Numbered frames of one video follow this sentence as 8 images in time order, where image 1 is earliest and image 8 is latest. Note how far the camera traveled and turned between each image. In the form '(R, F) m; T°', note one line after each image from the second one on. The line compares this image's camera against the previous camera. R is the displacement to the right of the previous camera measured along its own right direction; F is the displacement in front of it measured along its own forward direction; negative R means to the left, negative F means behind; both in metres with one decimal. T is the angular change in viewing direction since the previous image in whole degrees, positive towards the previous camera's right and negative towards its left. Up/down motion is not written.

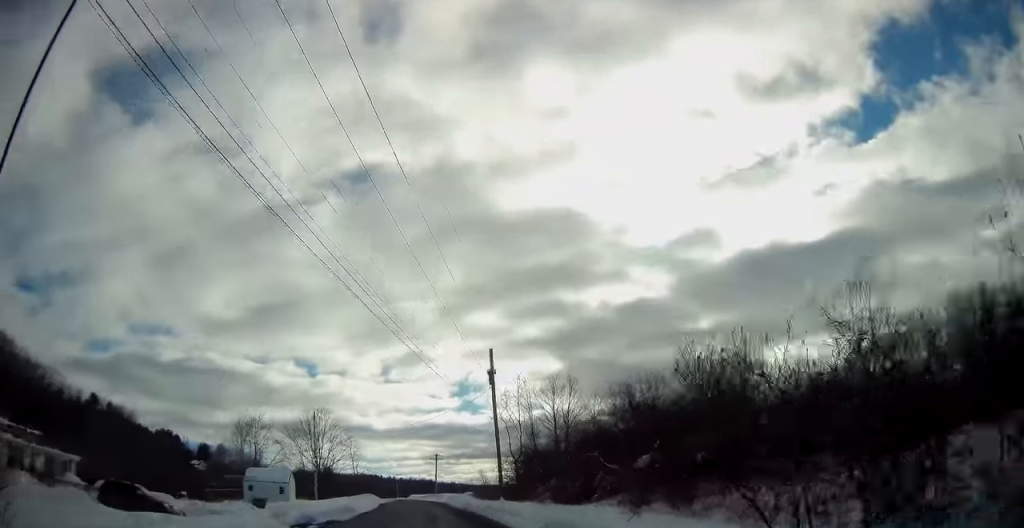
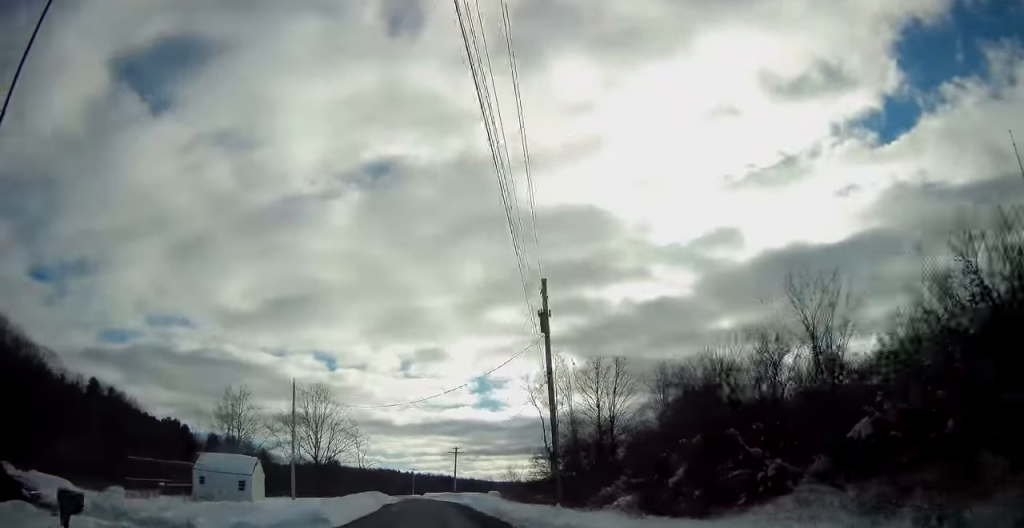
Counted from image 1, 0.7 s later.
(-0.2, +12.7) m; -2°
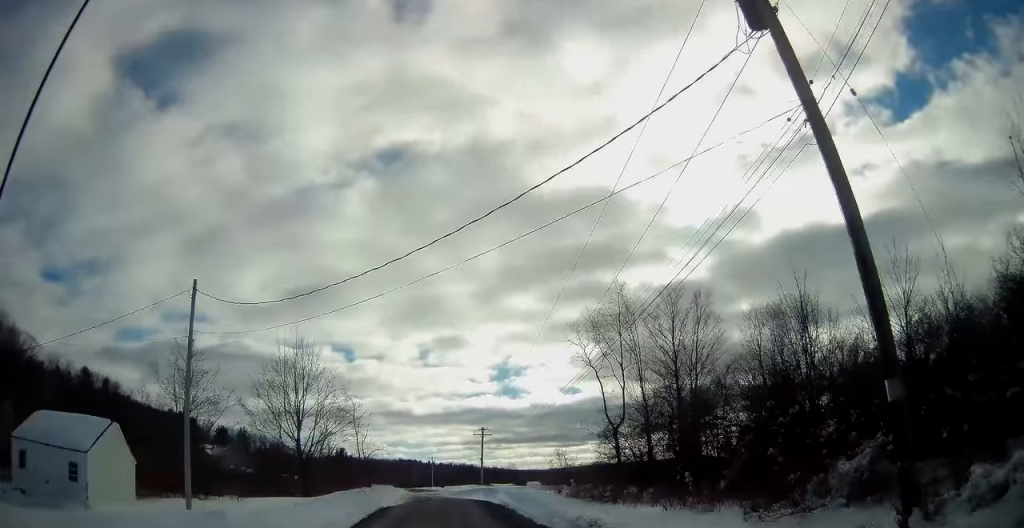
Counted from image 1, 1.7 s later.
(-0.5, +18.2) m; -2°
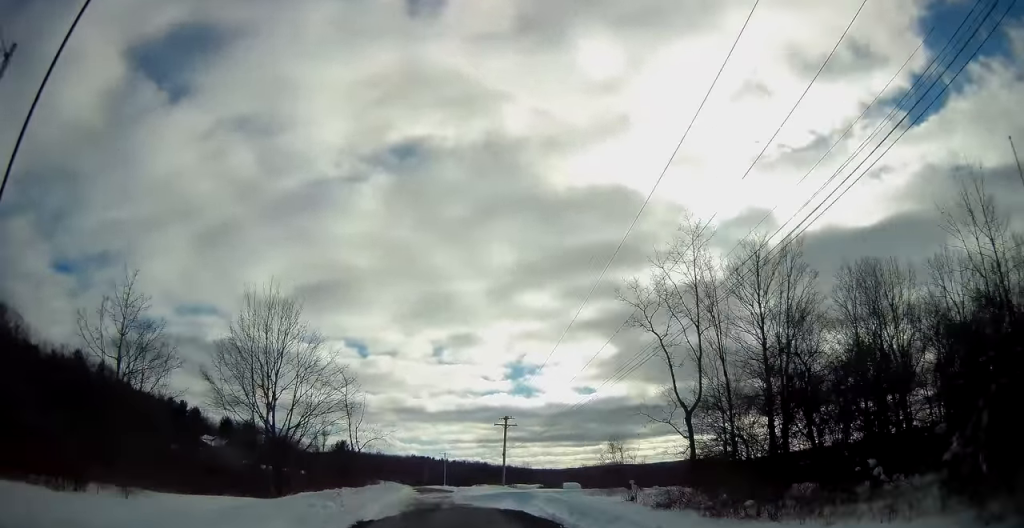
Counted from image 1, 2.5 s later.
(-0.2, +13.4) m; -1°
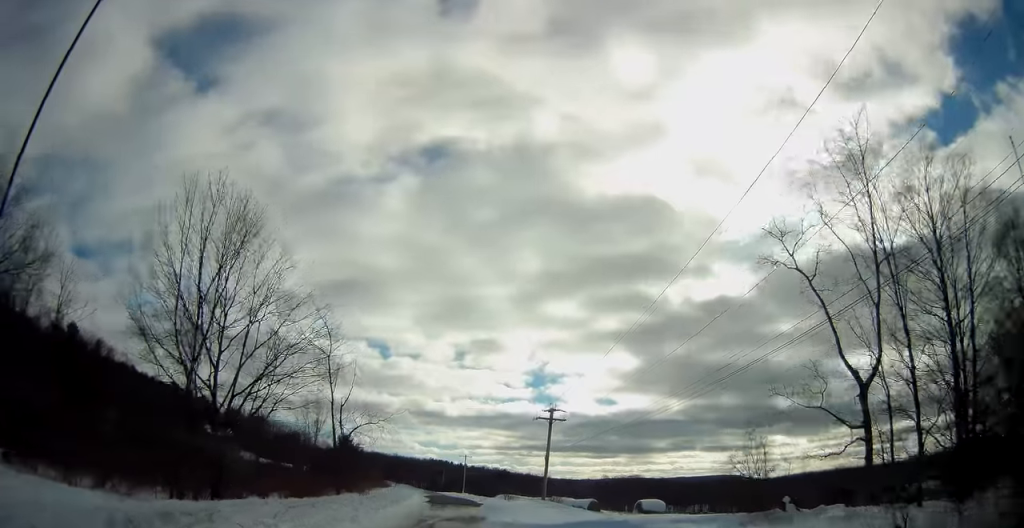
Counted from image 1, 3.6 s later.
(-0.2, +16.2) m; -2°
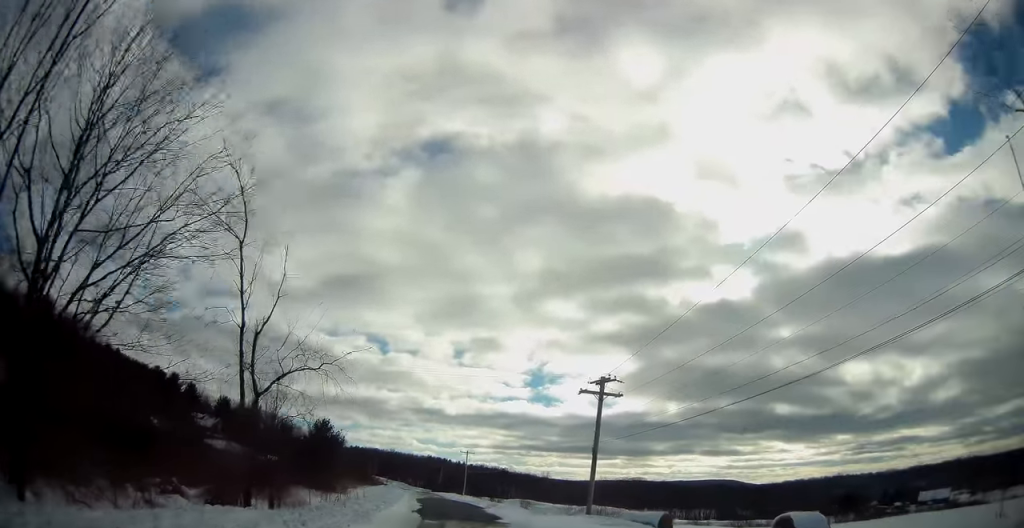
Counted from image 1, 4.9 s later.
(-0.3, +16.3) m; 0°
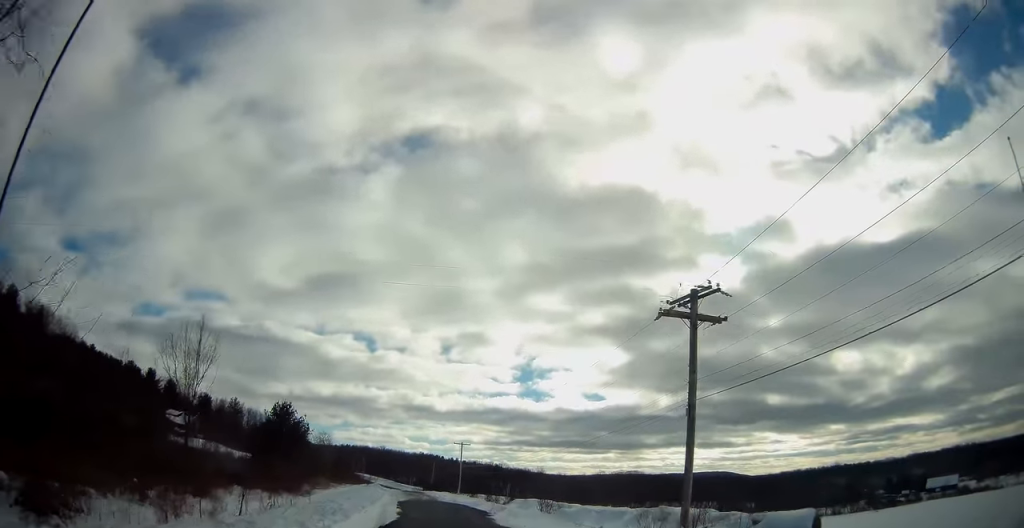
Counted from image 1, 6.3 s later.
(+0.1, +14.6) m; 0°
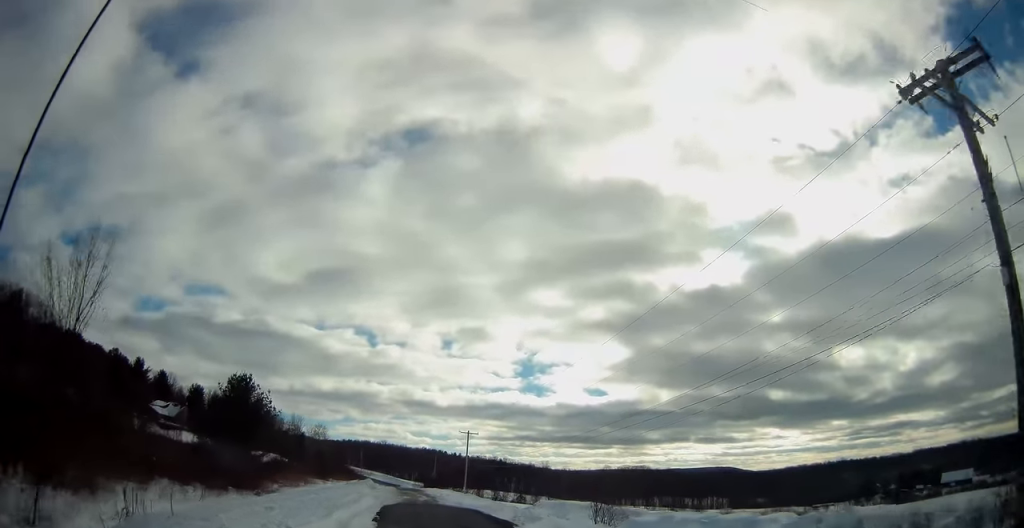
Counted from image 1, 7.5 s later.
(0.0, +13.0) m; 0°
